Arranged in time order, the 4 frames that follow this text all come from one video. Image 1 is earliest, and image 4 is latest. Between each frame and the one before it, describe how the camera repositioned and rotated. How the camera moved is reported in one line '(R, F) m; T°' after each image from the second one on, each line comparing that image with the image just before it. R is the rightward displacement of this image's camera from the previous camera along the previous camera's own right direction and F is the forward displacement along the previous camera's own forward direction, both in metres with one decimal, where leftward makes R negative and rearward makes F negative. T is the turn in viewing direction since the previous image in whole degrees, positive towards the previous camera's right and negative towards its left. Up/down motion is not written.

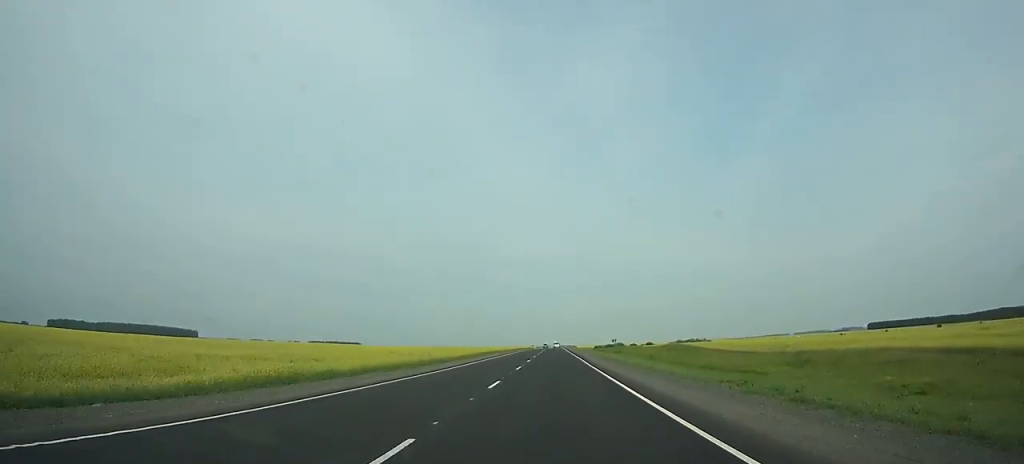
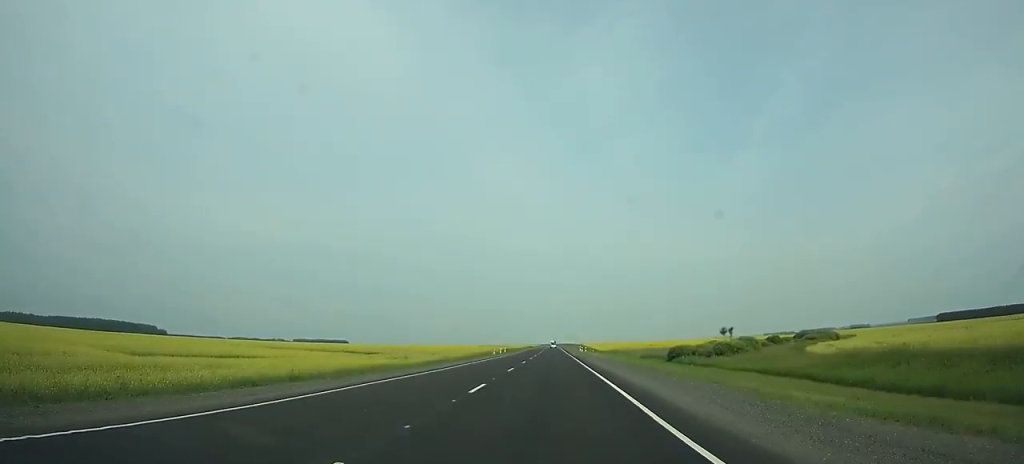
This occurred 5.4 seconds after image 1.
(+0.1, +160.4) m; 0°
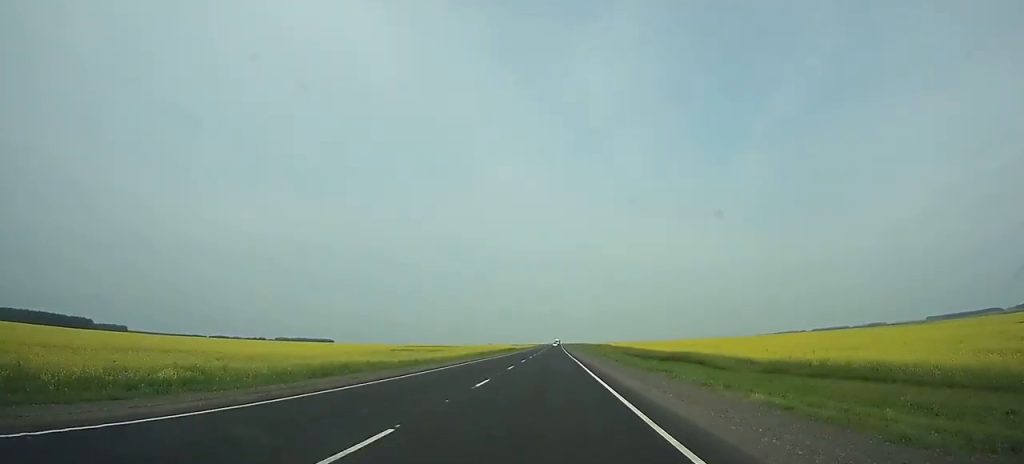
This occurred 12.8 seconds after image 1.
(-0.6, +209.8) m; 0°
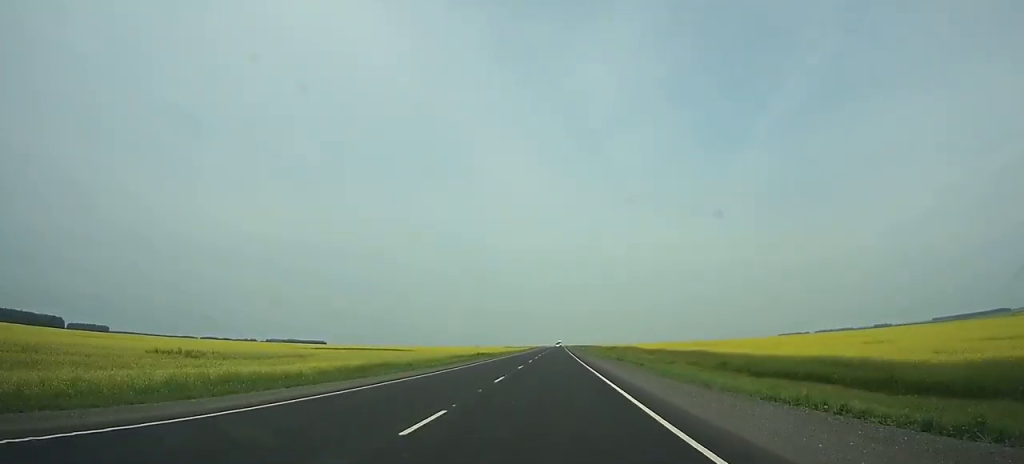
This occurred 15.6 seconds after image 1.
(0.0, +83.2) m; 0°
